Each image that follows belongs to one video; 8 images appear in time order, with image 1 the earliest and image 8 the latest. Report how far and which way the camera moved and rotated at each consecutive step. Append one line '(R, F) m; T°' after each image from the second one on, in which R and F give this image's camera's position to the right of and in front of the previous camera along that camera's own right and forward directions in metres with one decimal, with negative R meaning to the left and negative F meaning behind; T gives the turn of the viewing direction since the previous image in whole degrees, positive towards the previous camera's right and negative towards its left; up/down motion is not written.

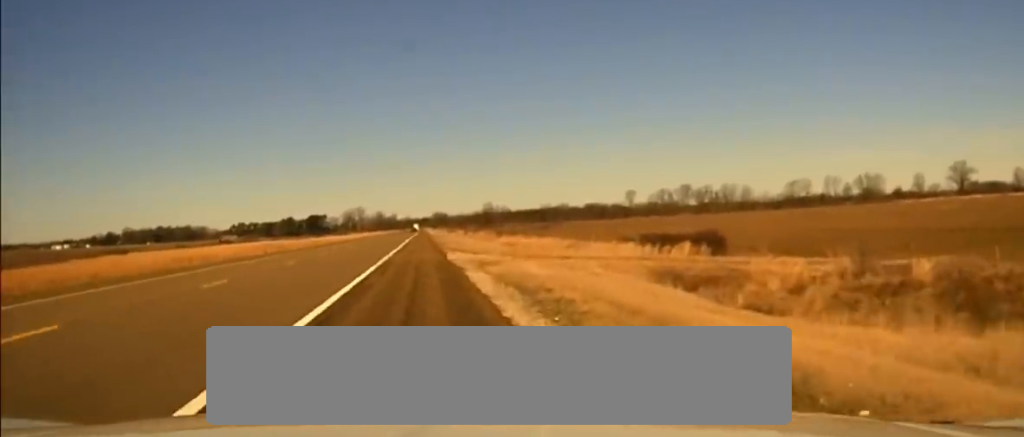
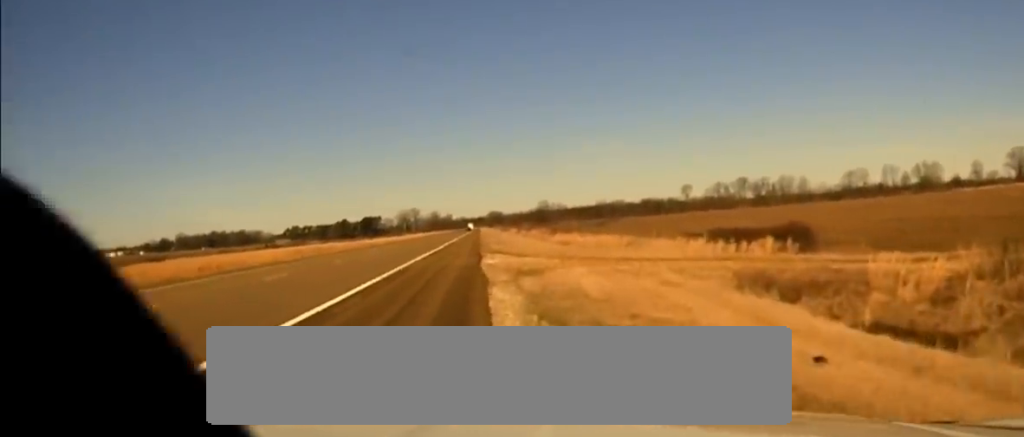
(+0.1, +8.4) m; -2°
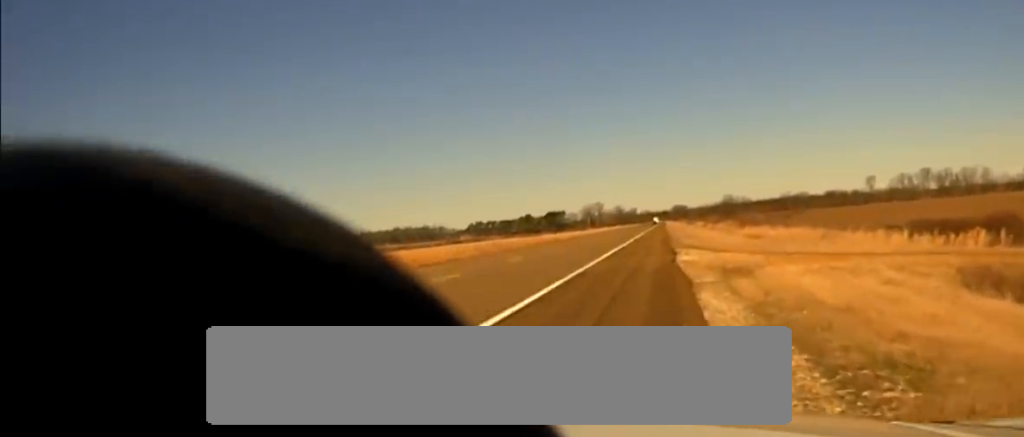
(-0.1, +4.0) m; -6°
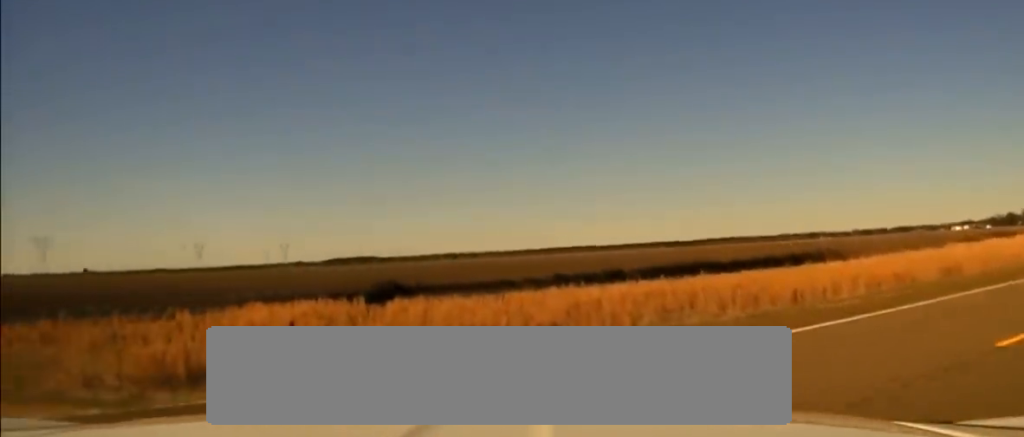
(-1.0, +6.0) m; -37°
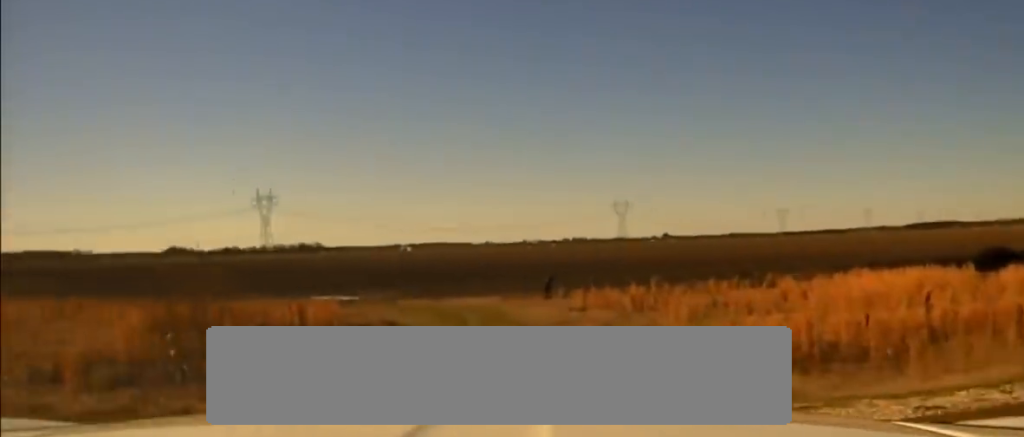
(-1.3, +3.0) m; -44°
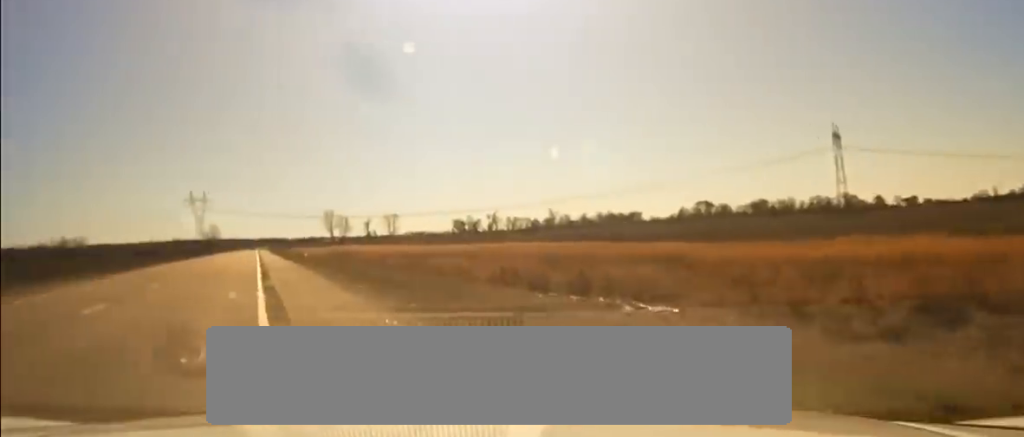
(-6.4, +4.3) m; -86°
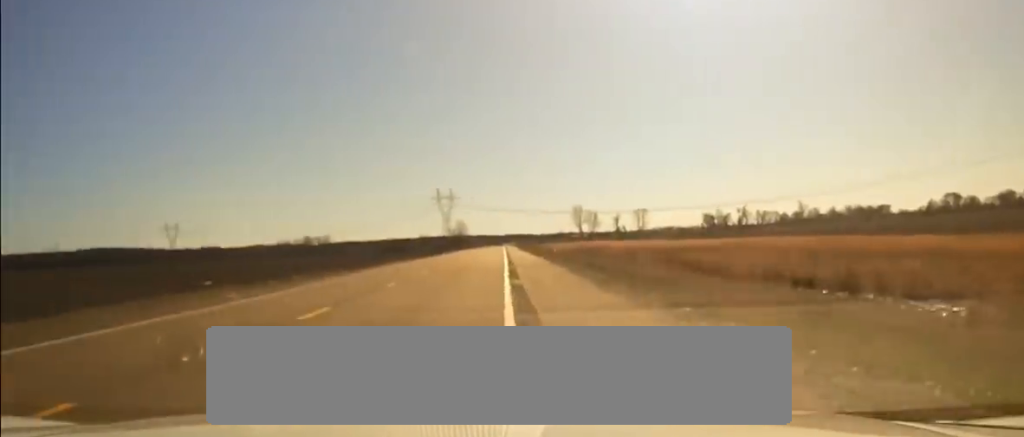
(-0.6, +3.1) m; -9°
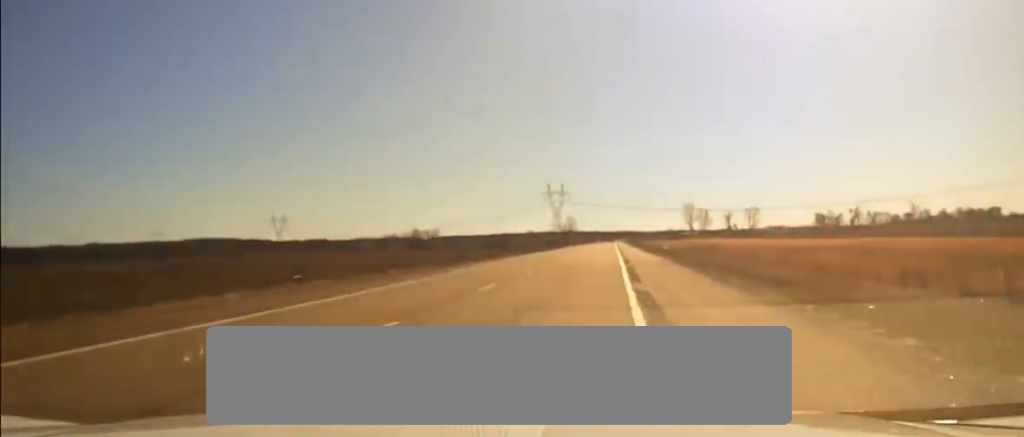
(-0.1, +5.9) m; -1°
